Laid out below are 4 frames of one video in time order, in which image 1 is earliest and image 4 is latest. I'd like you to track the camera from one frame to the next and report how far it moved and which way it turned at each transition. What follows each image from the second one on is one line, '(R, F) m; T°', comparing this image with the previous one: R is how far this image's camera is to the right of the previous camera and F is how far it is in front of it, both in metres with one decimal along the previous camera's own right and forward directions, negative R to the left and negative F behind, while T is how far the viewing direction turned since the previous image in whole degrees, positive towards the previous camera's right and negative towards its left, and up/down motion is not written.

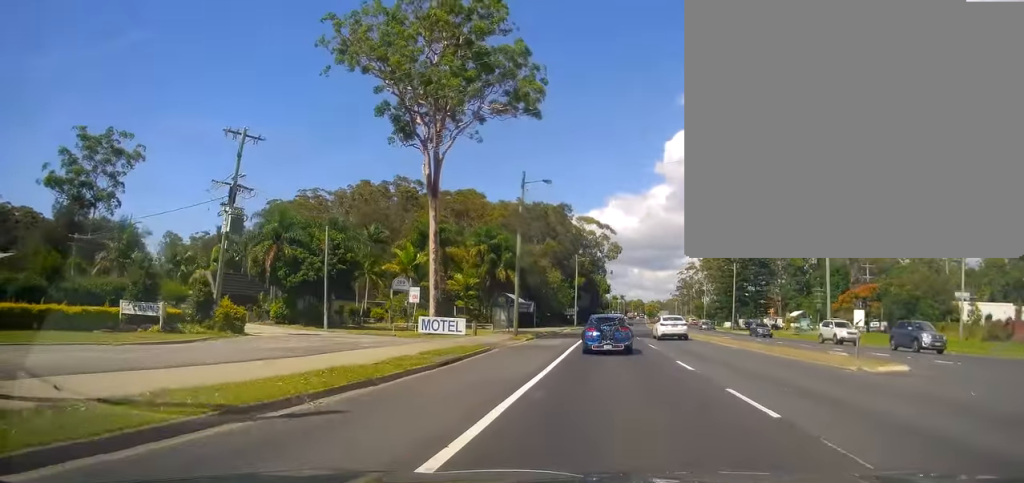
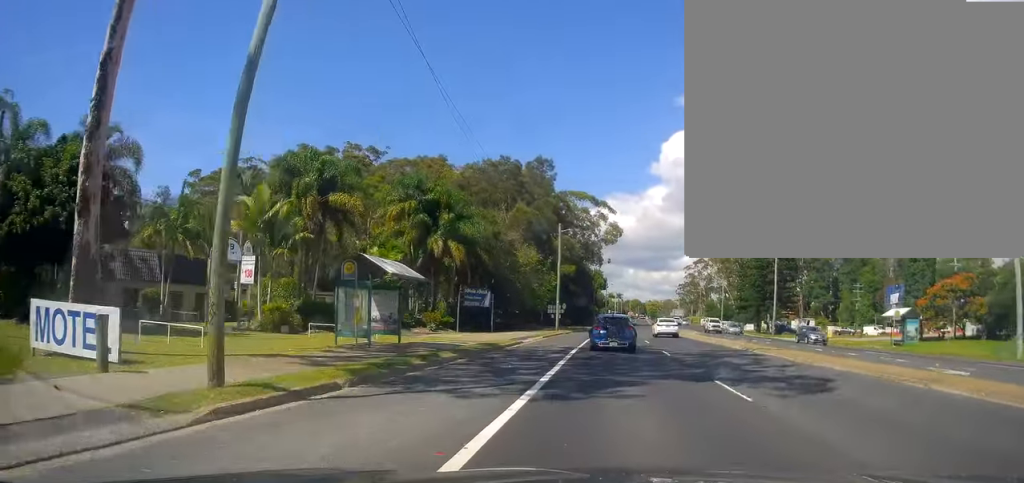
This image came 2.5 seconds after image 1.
(+0.2, +28.8) m; 0°
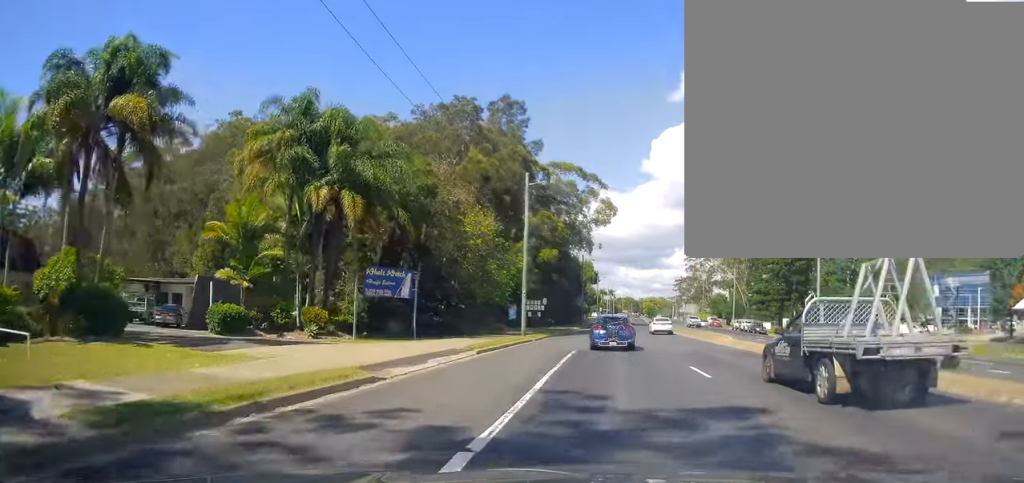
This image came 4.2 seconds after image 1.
(0.0, +19.7) m; 0°
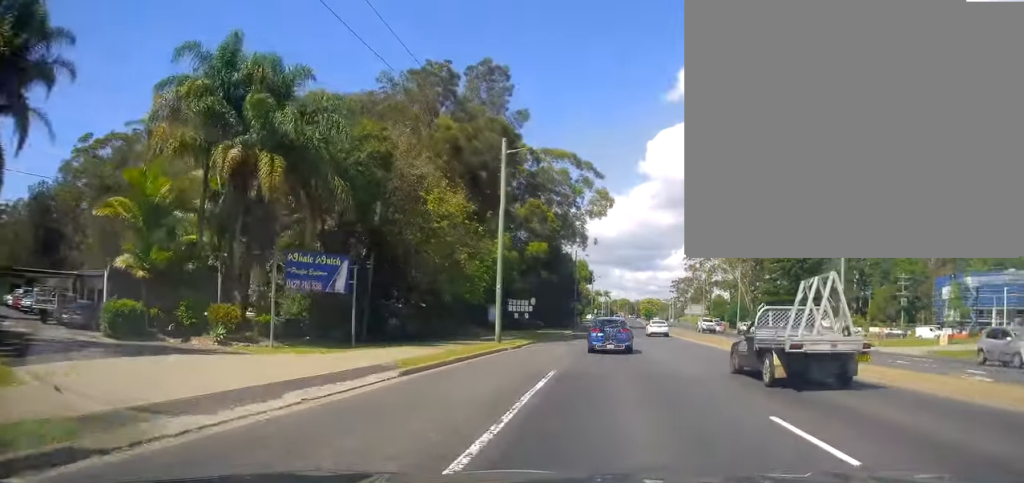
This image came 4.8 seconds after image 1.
(+0.1, +7.7) m; +2°
